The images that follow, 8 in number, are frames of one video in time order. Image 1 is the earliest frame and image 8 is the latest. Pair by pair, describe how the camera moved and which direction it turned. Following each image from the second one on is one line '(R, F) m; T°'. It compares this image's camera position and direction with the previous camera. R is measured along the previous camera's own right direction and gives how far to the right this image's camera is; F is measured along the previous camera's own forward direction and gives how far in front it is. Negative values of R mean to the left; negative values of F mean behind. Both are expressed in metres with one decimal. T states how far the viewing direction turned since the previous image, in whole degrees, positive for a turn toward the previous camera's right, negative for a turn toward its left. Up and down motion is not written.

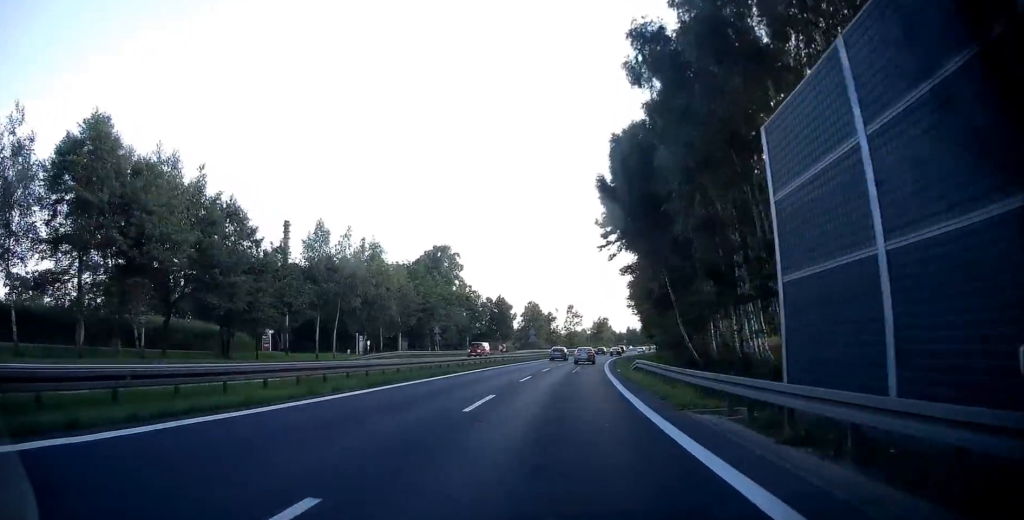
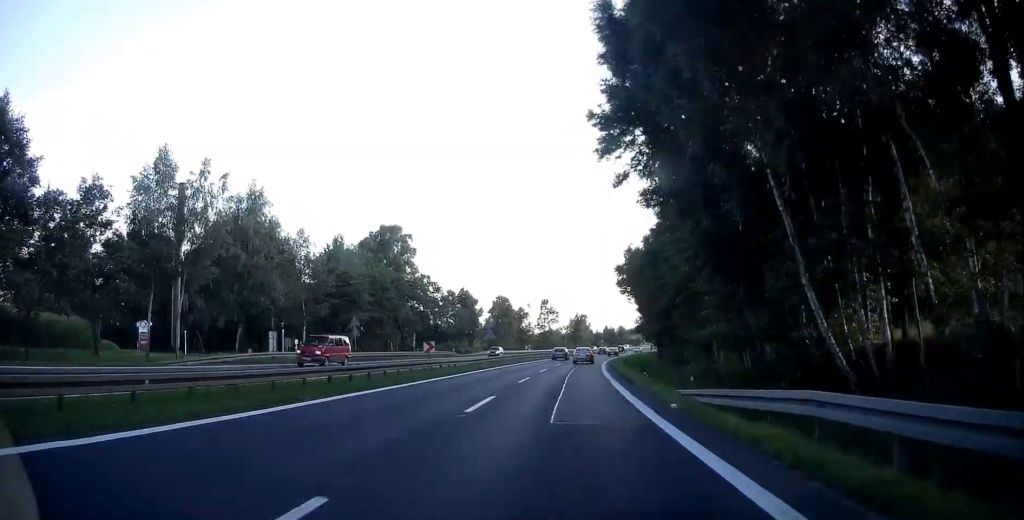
(+0.4, +23.2) m; +2°
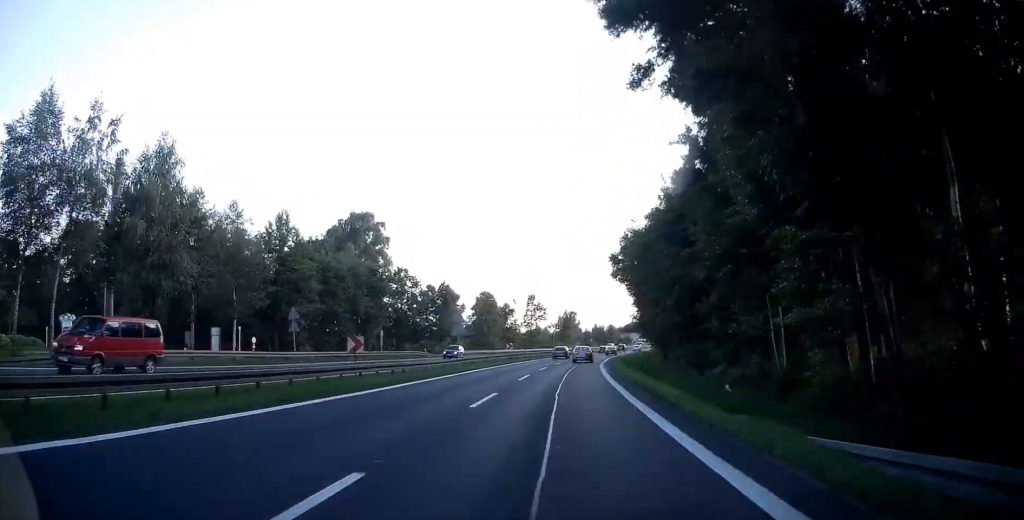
(0.0, +10.7) m; +1°
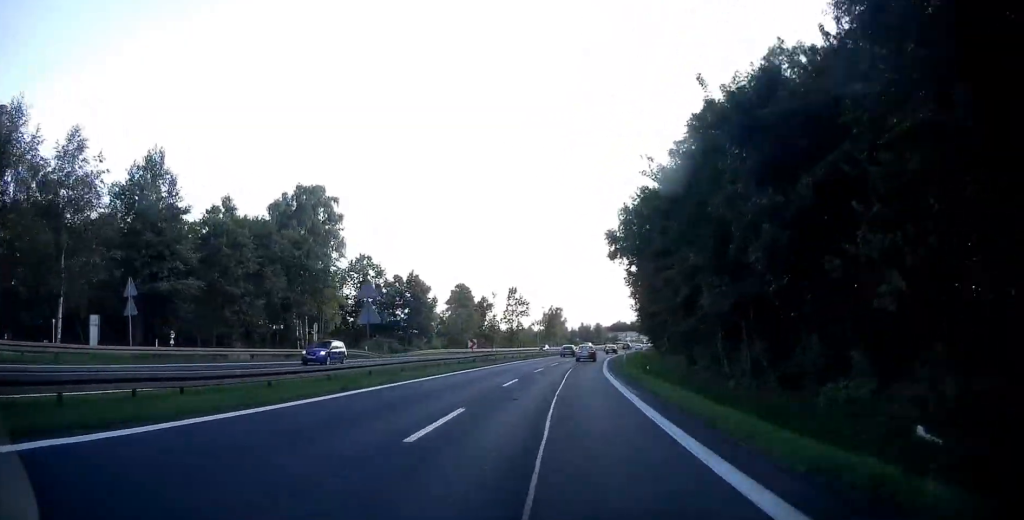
(+0.4, +17.2) m; +2°
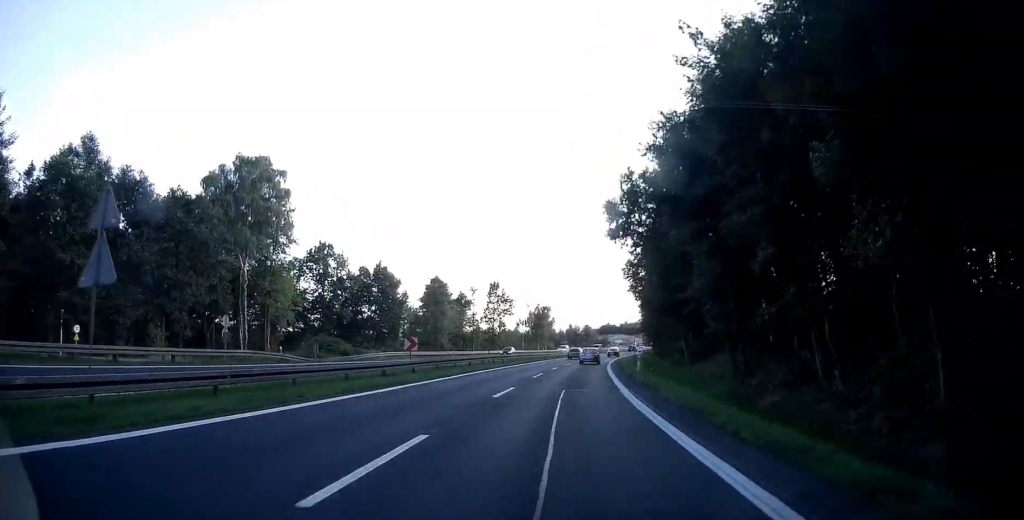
(+0.2, +15.0) m; +1°
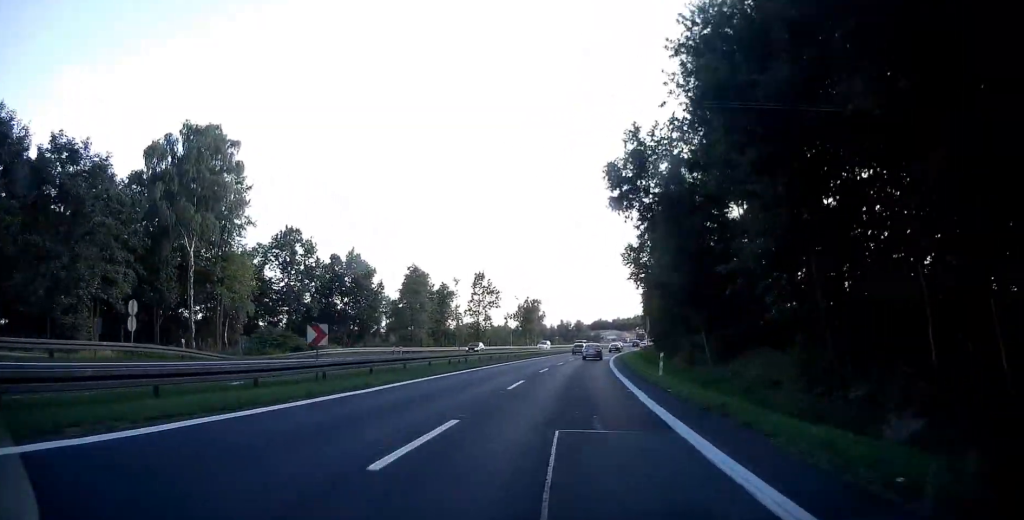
(+0.1, +10.3) m; +1°
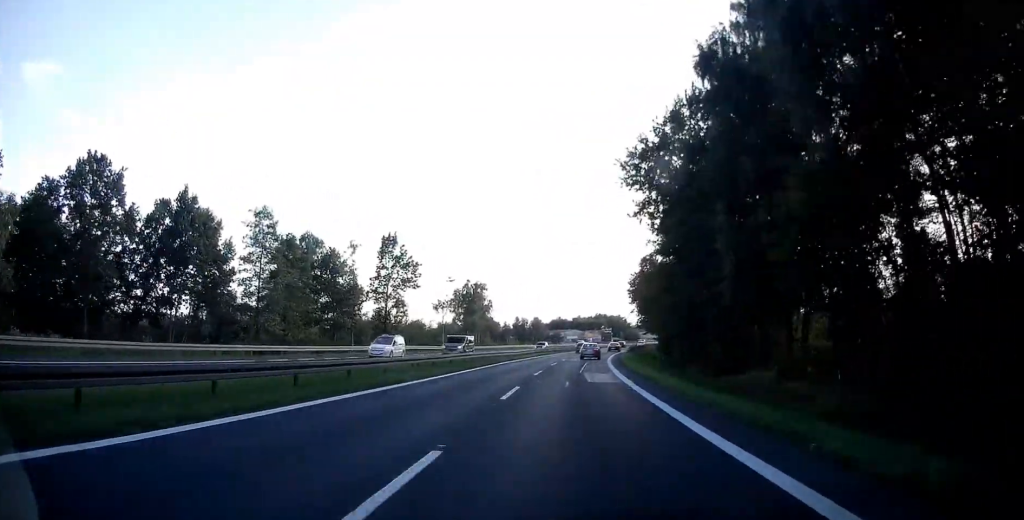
(+1.2, +38.8) m; +4°
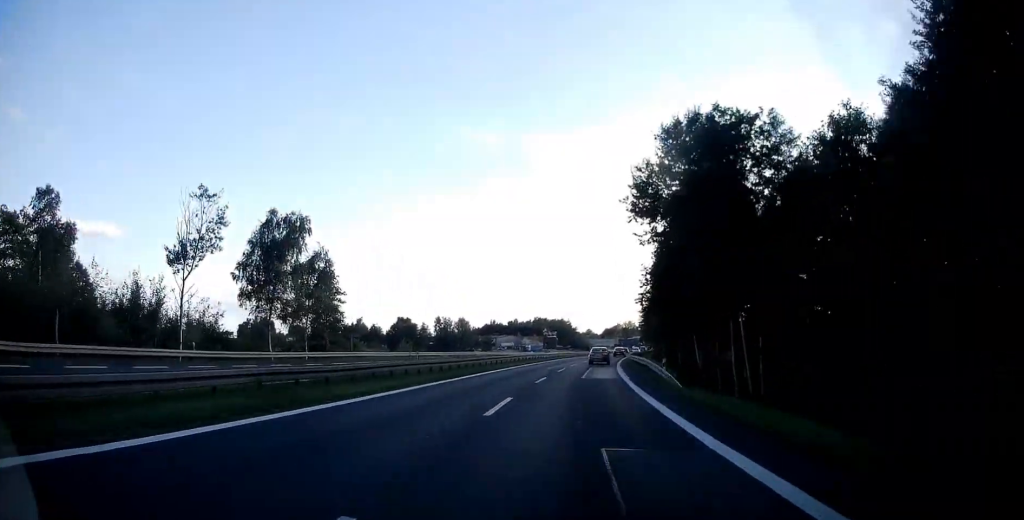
(+3.0, +61.9) m; +6°
